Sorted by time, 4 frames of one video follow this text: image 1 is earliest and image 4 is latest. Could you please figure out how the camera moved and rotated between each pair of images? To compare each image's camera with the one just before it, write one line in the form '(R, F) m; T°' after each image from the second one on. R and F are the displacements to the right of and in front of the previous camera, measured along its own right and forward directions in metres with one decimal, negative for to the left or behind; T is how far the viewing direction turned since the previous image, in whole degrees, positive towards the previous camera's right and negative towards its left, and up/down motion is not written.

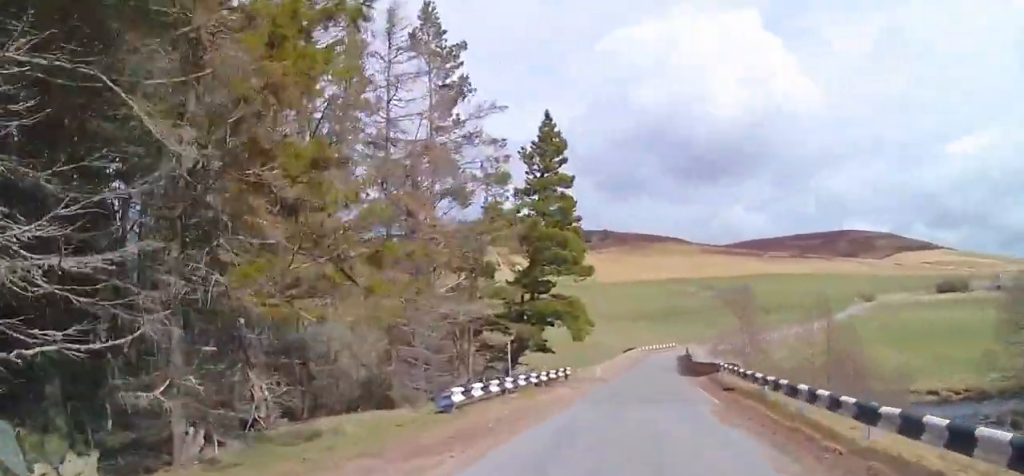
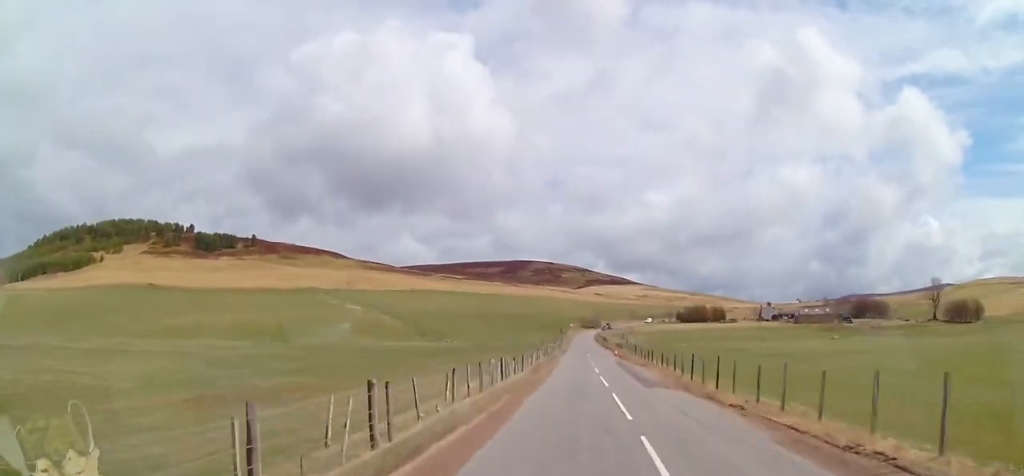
(+37.0, +90.0) m; +40°
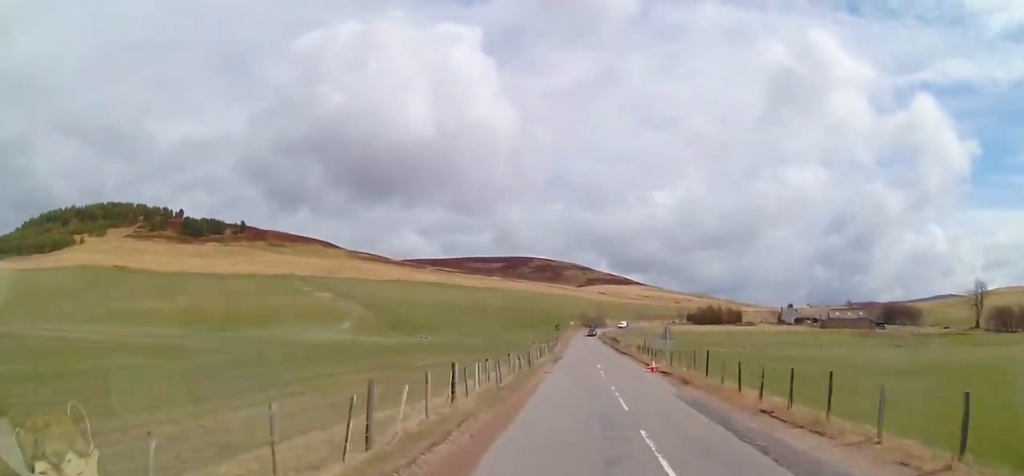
(+1.4, +26.9) m; +3°
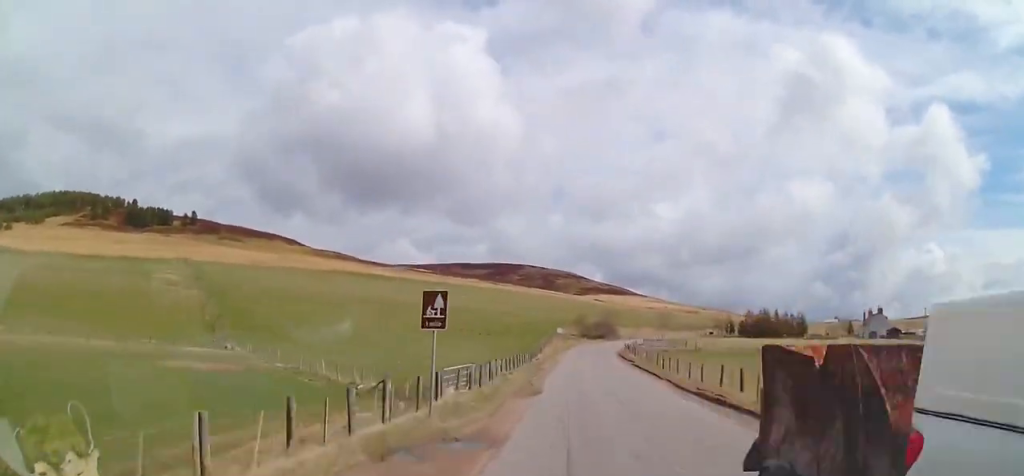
(-0.3, +75.2) m; 0°
